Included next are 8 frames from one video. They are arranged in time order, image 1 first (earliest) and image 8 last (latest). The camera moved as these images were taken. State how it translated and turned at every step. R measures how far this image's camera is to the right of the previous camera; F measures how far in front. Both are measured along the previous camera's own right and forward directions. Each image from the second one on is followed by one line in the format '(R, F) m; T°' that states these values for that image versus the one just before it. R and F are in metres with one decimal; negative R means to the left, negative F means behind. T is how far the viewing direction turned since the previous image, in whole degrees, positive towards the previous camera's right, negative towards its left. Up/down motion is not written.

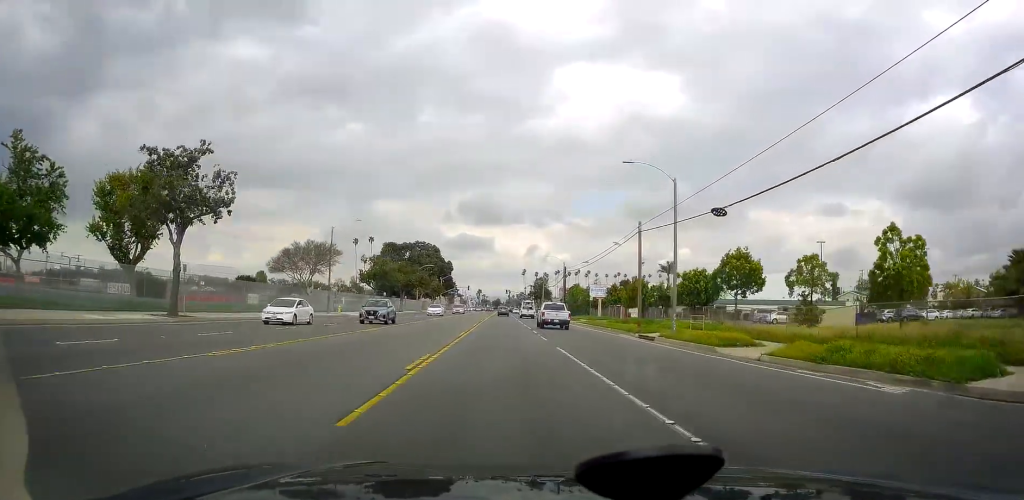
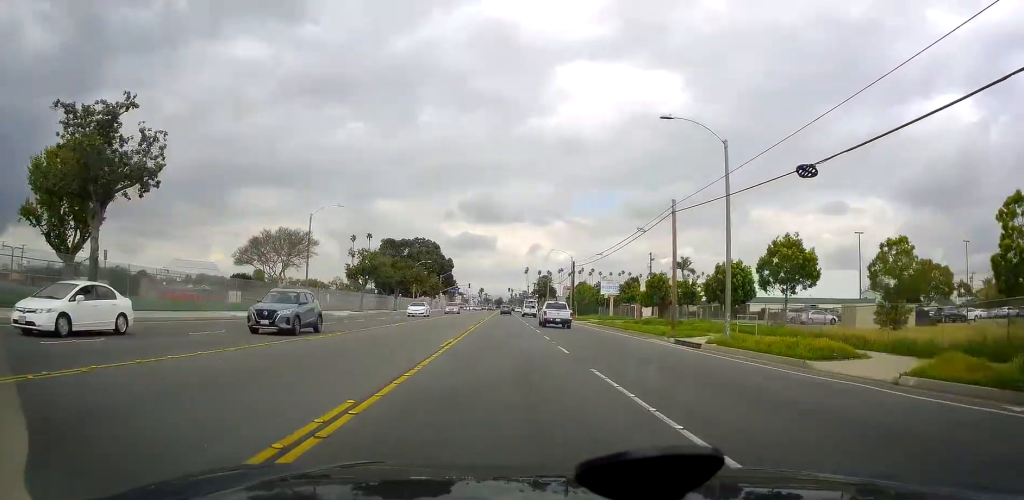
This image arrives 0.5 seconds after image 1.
(0.0, +8.3) m; 0°
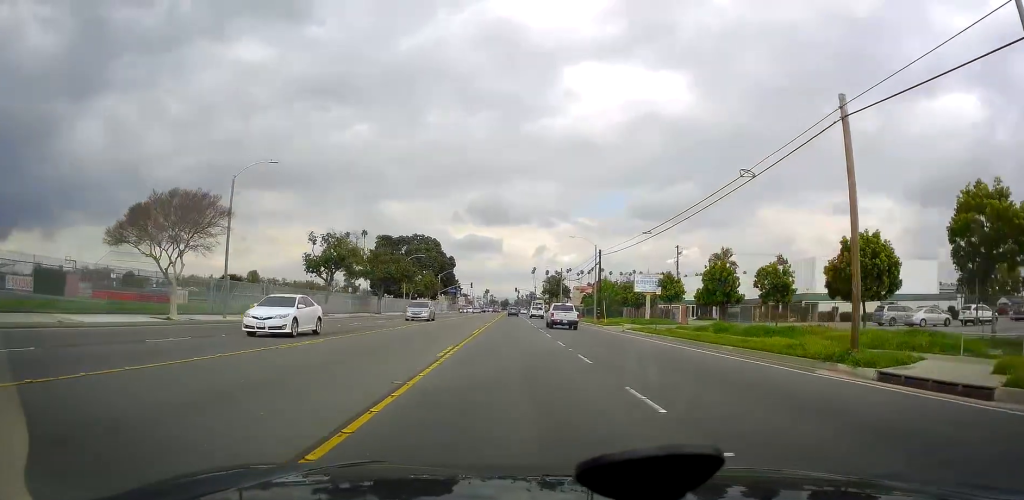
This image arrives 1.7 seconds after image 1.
(0.0, +18.2) m; 0°
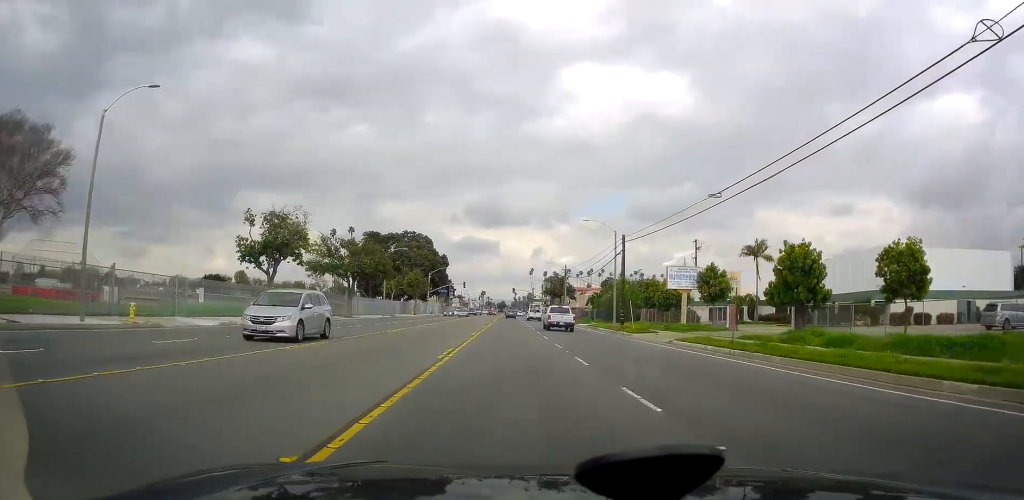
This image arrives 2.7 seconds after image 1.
(0.0, +14.5) m; 0°
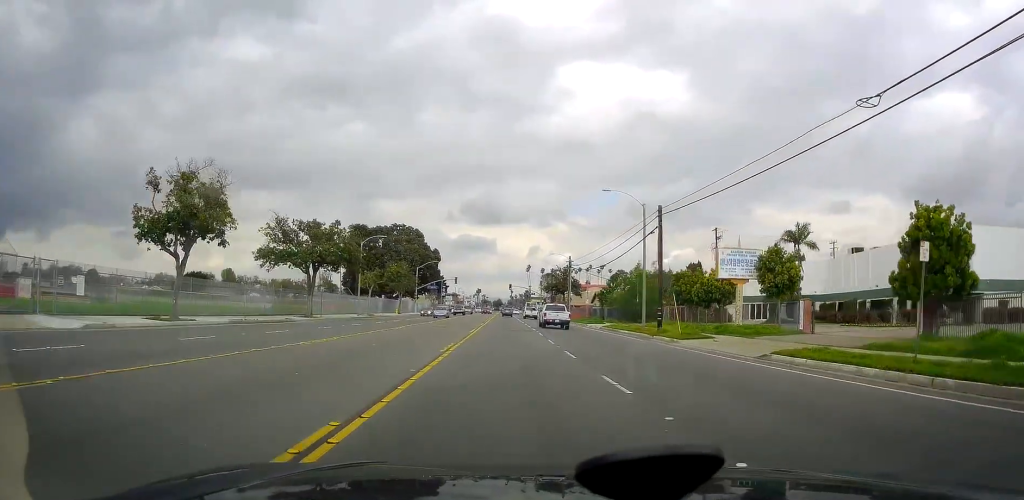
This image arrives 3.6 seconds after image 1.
(0.0, +13.0) m; 0°
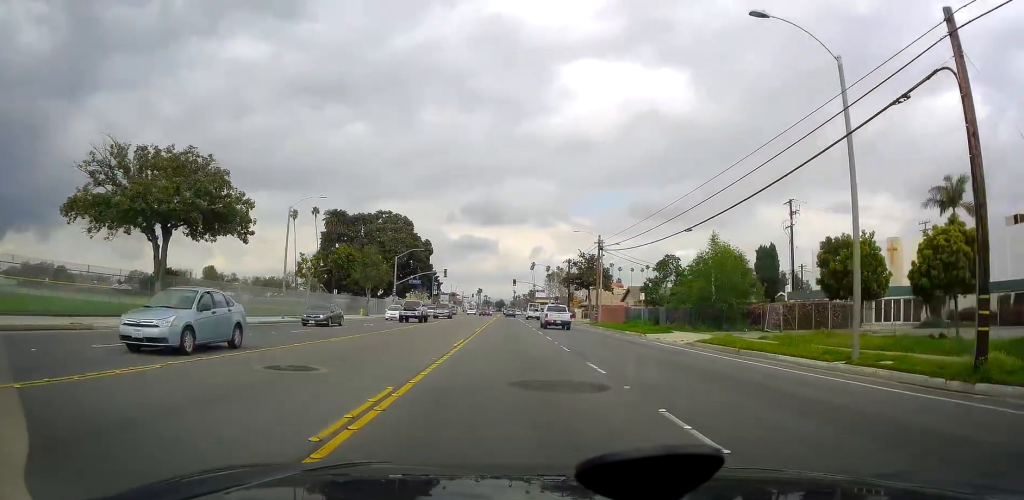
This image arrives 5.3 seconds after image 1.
(0.0, +26.0) m; 0°
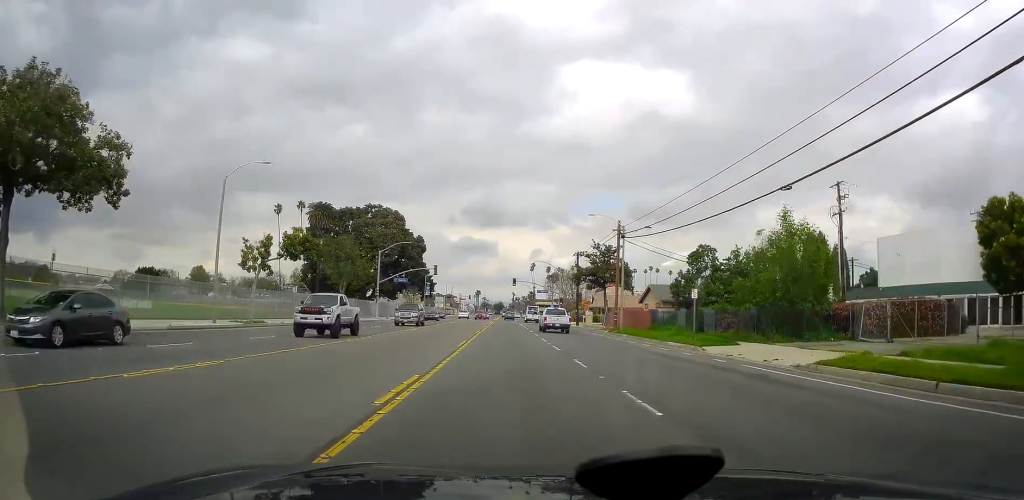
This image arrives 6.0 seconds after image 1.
(0.0, +11.6) m; -1°
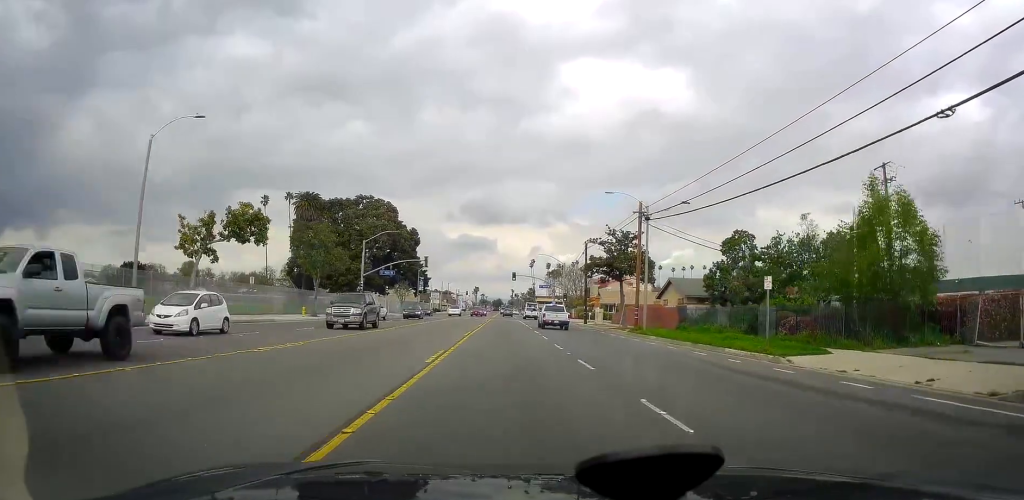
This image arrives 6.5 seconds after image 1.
(+0.1, +8.6) m; -2°
